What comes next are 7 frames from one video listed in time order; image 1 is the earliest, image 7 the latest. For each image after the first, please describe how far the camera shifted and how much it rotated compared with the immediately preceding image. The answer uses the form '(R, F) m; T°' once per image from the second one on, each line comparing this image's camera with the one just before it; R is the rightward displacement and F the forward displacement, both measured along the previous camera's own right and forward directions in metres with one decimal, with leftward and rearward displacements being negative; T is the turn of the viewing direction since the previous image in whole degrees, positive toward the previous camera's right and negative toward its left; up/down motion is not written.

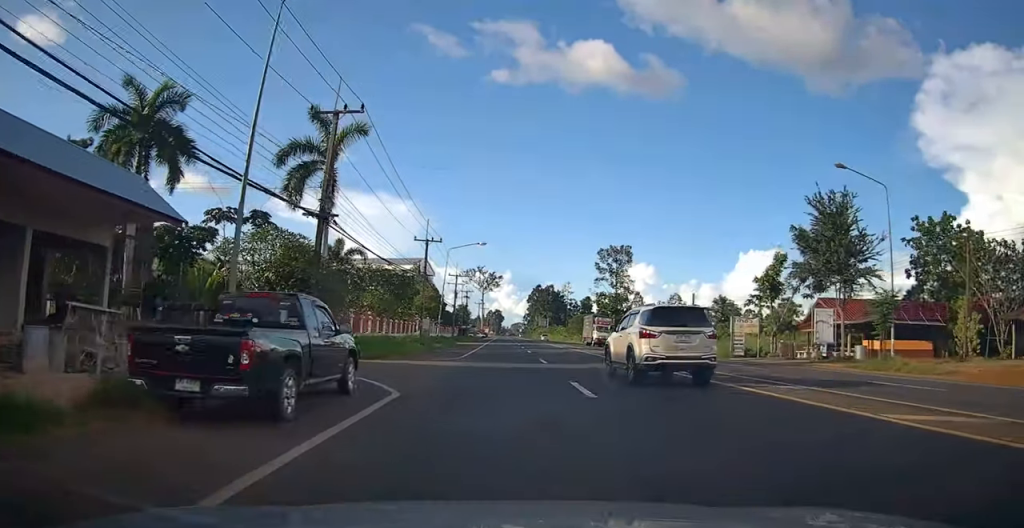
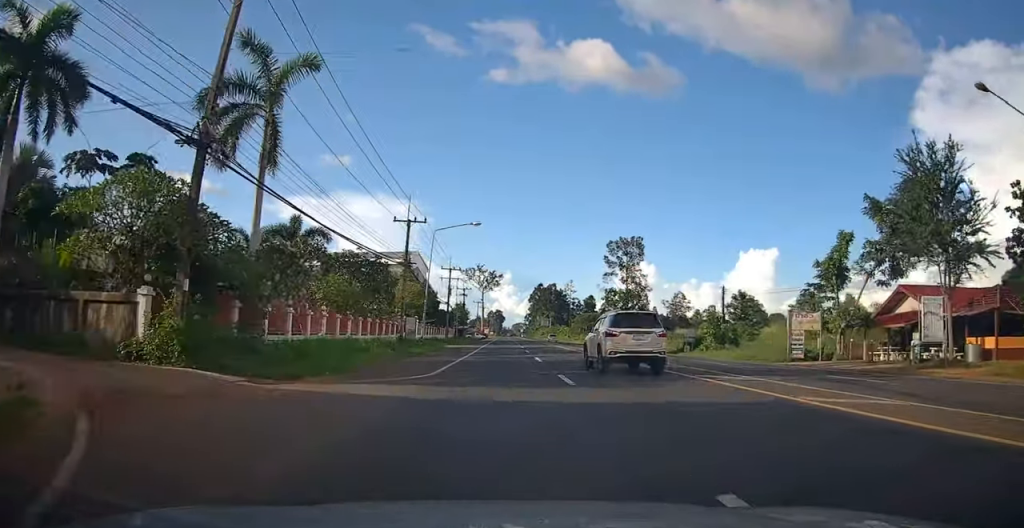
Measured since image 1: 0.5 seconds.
(0.0, +9.7) m; 0°
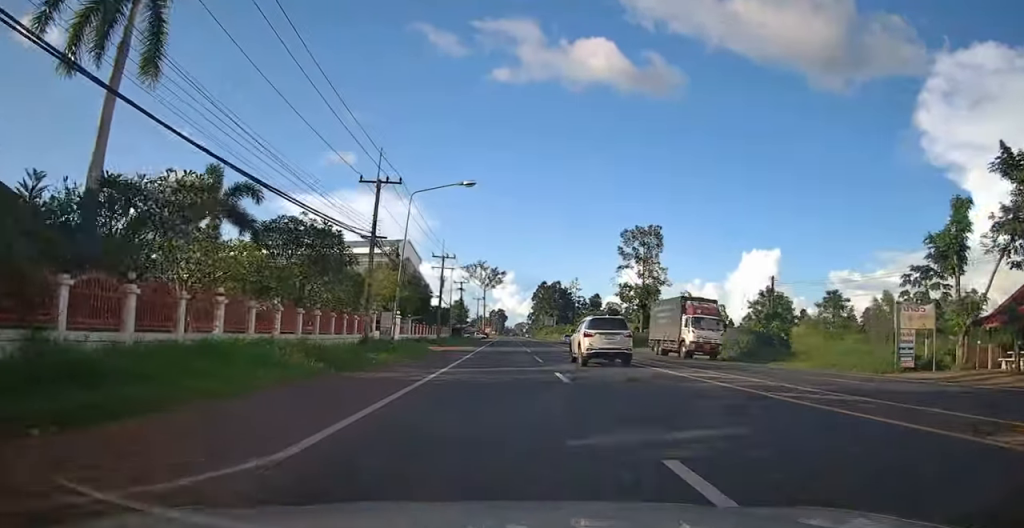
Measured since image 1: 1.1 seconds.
(+0.1, +11.0) m; -1°
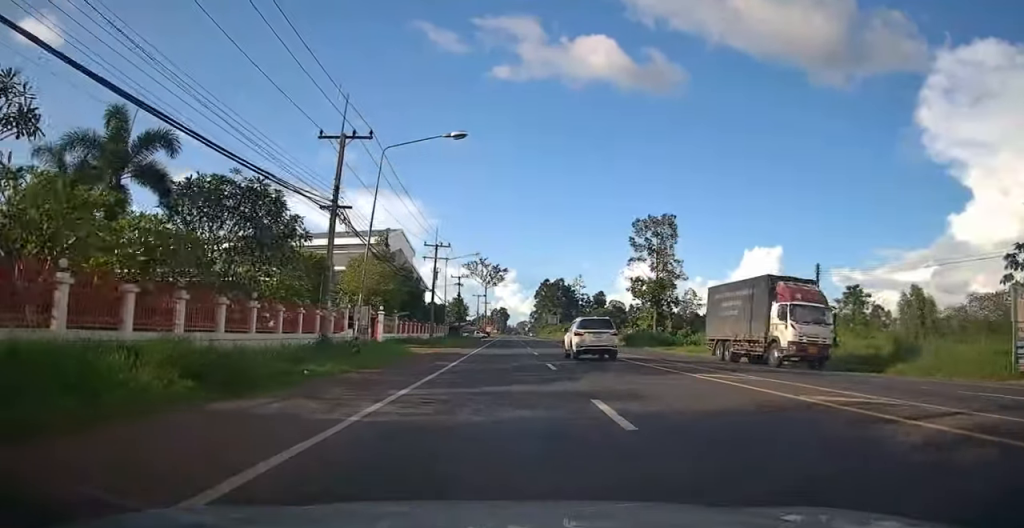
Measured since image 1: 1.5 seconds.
(0.0, +7.4) m; -1°
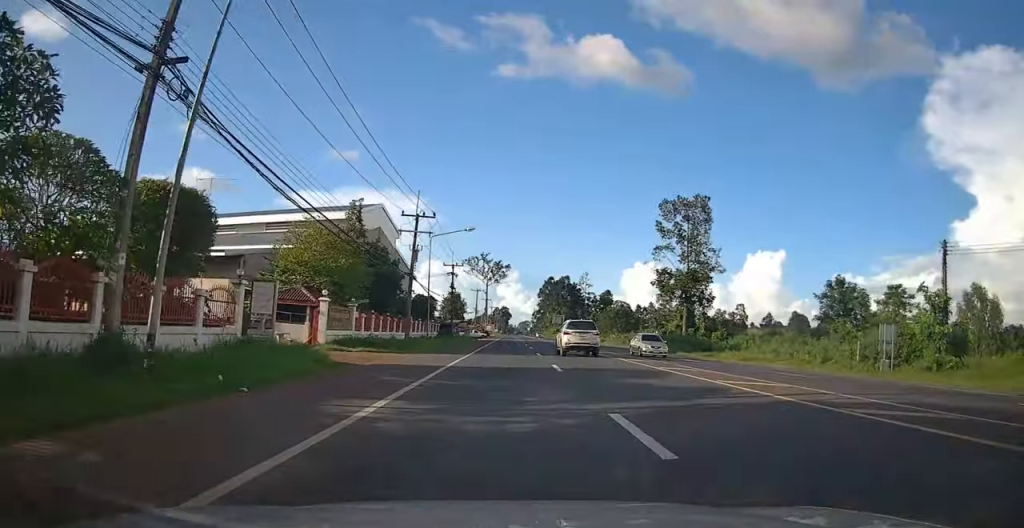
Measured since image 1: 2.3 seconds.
(-0.6, +13.6) m; 0°
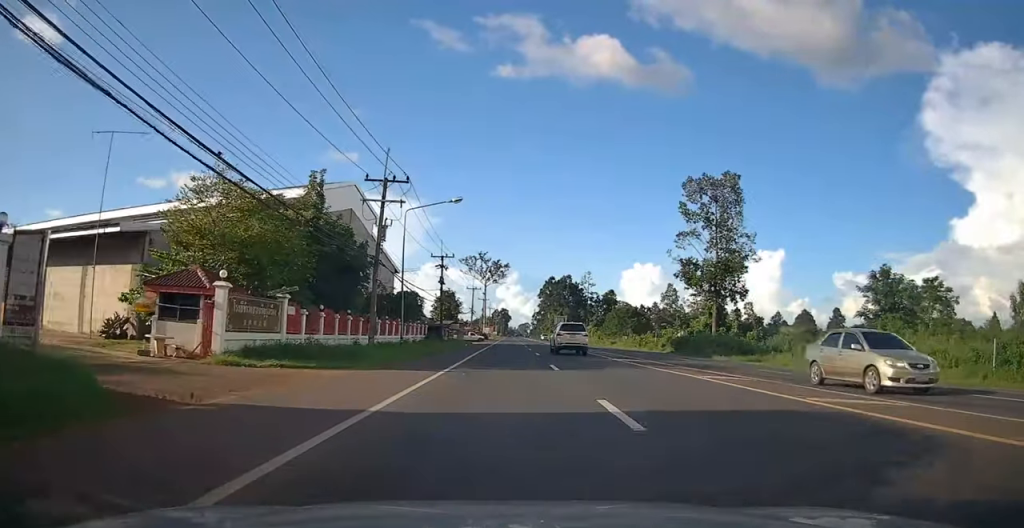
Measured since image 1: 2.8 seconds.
(+0.3, +10.6) m; 0°
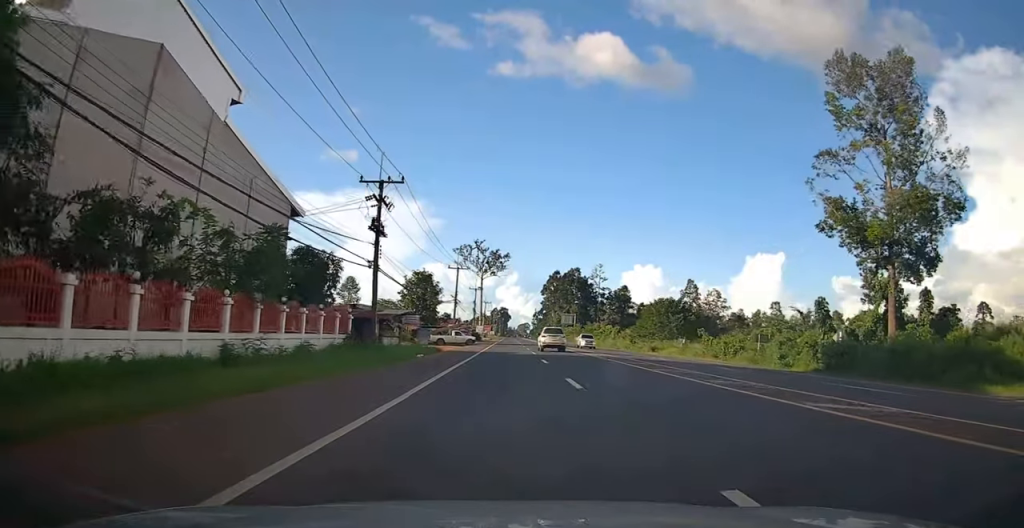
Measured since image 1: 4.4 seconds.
(-0.3, +29.9) m; 0°
